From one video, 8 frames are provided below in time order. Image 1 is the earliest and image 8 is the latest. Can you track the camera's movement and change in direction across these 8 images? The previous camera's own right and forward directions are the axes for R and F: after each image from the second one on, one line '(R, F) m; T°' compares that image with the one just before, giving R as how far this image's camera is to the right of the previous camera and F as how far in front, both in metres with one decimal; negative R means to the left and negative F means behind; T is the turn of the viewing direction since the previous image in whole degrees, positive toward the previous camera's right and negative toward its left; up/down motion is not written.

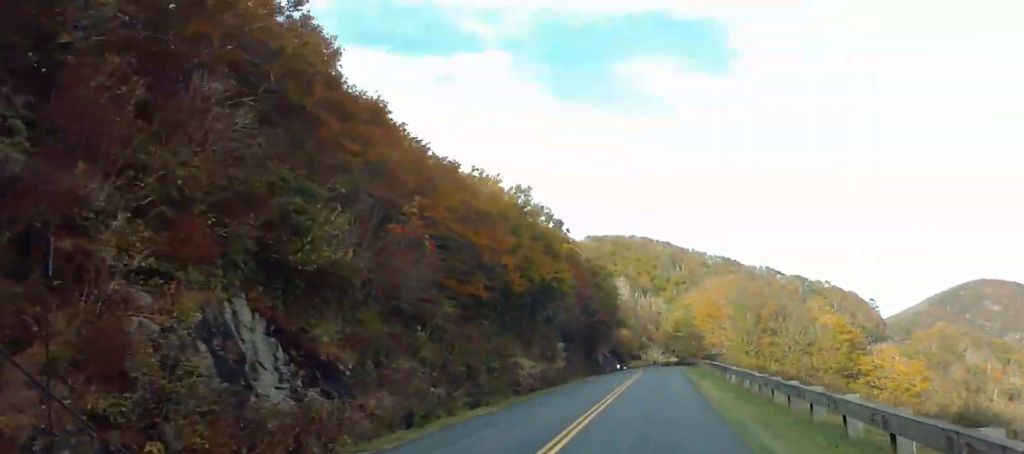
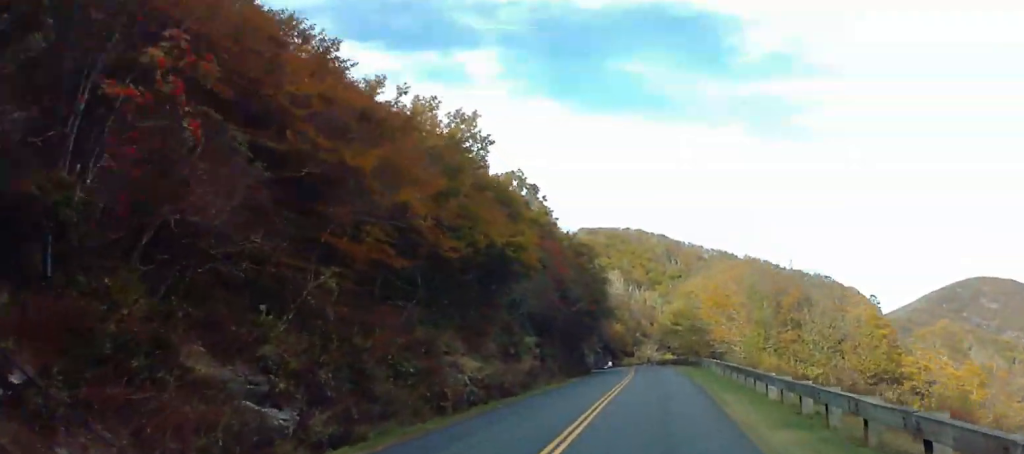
(-0.2, +13.1) m; 0°
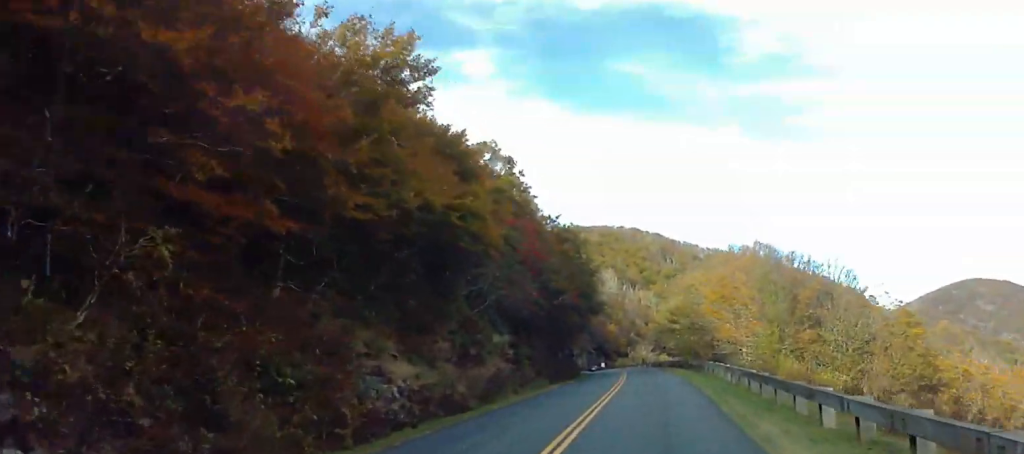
(+0.1, +8.5) m; 0°
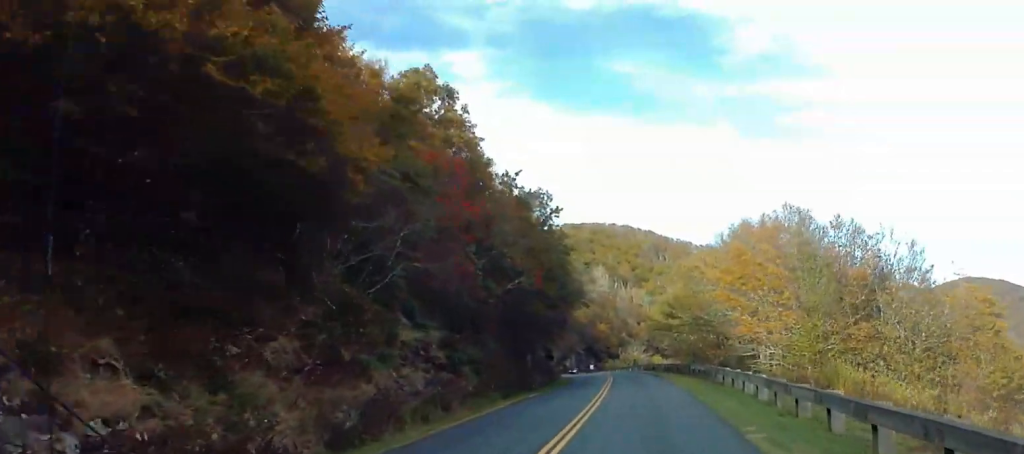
(+0.1, +13.7) m; 0°
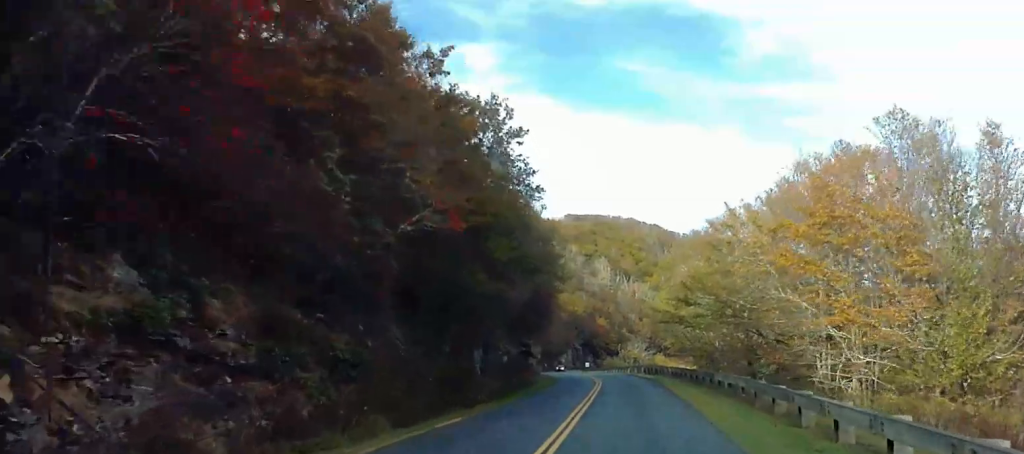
(0.0, +16.5) m; 0°
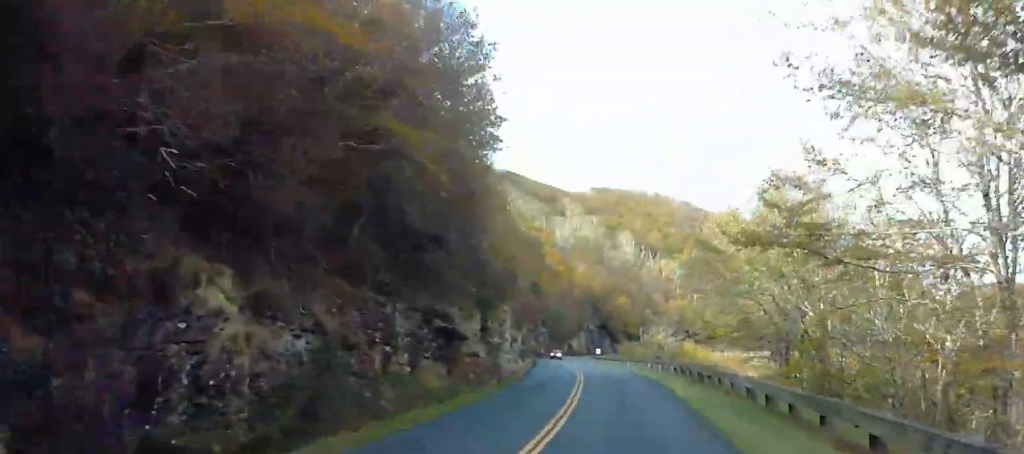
(0.0, +33.8) m; -1°
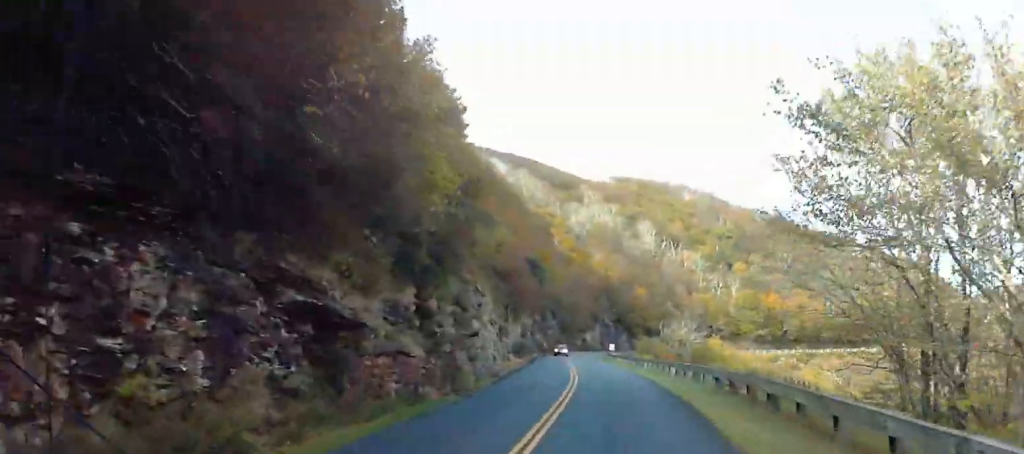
(-0.2, +16.1) m; -3°
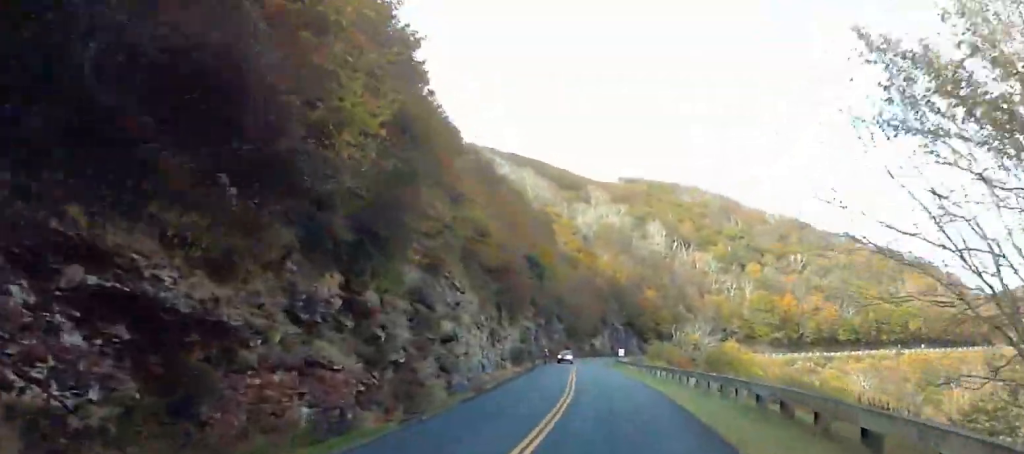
(-0.3, +7.9) m; -2°
